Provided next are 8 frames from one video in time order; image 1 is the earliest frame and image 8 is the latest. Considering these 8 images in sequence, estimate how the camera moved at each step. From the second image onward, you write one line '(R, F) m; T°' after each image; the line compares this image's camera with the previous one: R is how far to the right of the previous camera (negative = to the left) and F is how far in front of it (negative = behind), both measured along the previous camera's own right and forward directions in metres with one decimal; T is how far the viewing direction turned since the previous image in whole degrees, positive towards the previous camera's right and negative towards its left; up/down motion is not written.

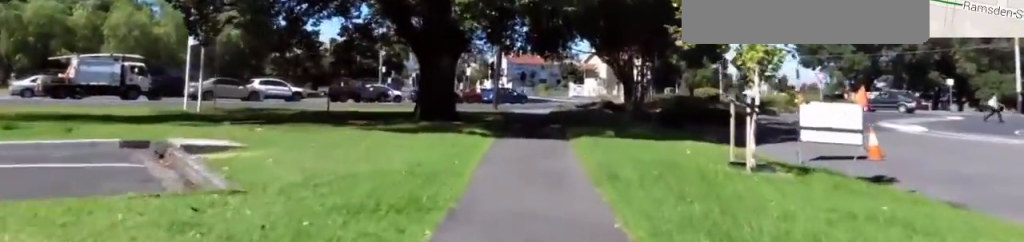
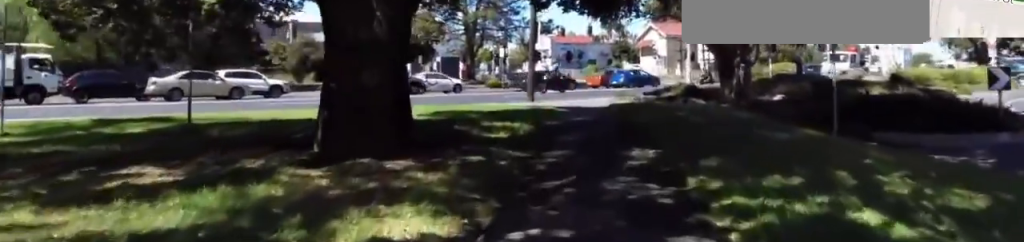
(-0.9, +11.8) m; -12°
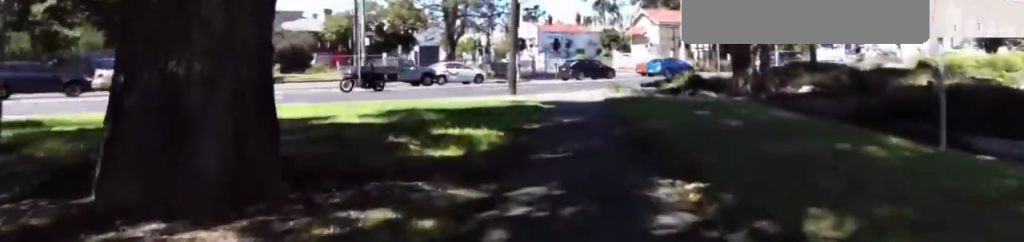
(-0.5, +3.7) m; -1°
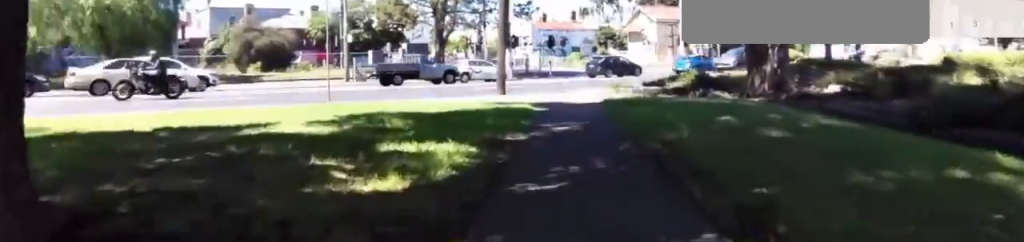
(+0.3, +2.1) m; 0°
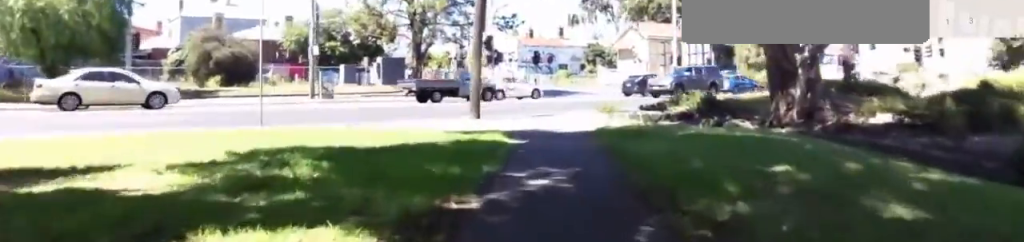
(+0.3, +2.9) m; 0°
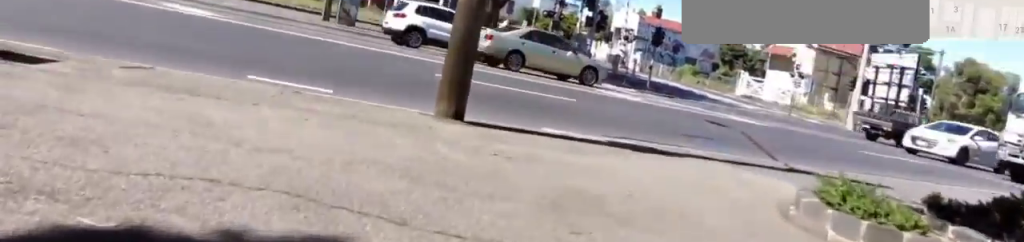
(-1.8, +10.8) m; -36°
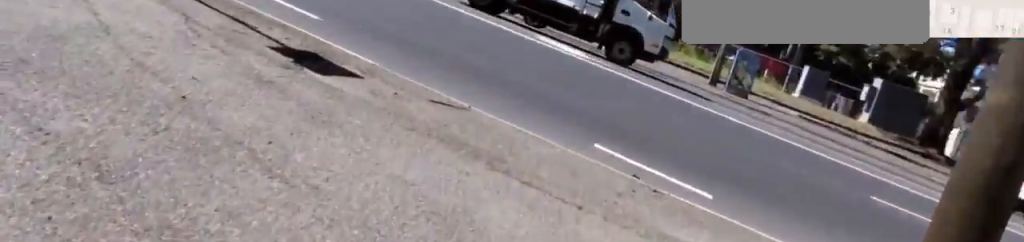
(-0.2, +2.5) m; -19°
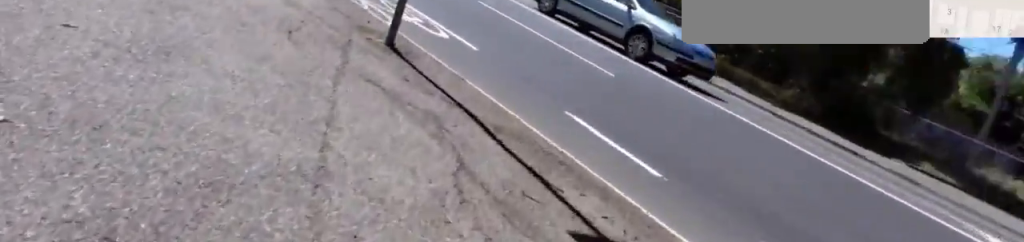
(+0.4, +1.8) m; -14°
